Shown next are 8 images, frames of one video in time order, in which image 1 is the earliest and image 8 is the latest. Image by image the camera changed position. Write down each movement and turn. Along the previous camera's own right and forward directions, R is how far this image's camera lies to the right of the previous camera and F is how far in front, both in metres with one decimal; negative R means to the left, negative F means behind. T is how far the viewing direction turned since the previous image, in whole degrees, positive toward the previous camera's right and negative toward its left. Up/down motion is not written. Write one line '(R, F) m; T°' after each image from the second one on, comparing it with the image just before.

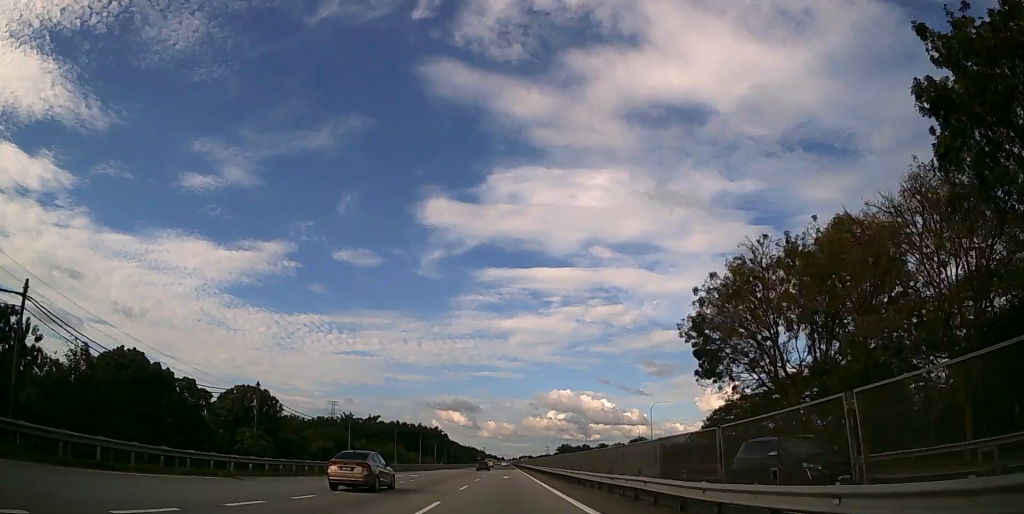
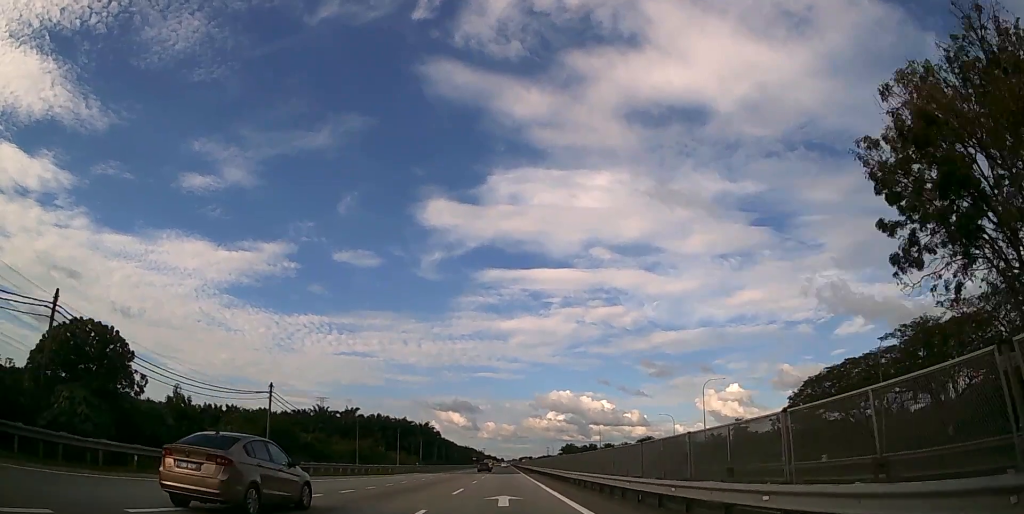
(0.0, +26.9) m; 0°
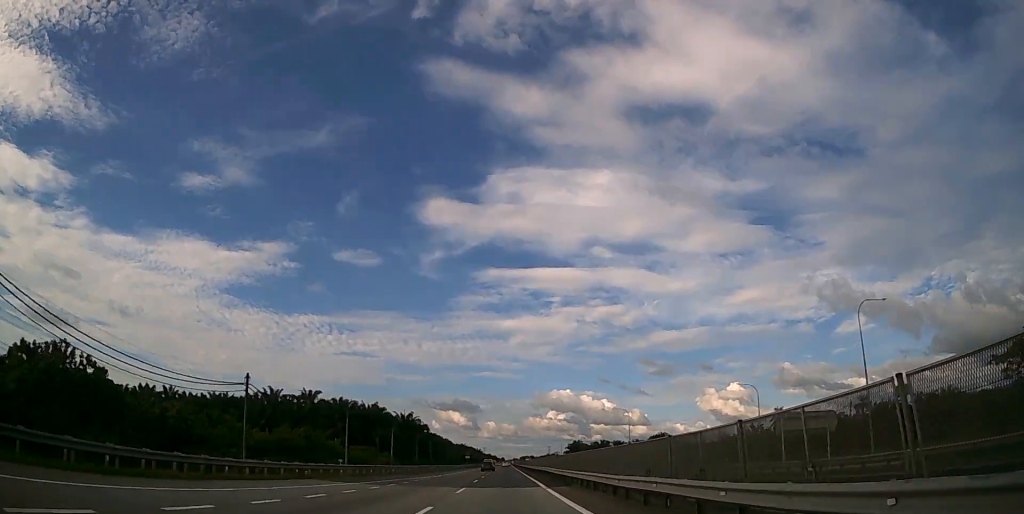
(0.0, +35.2) m; 0°
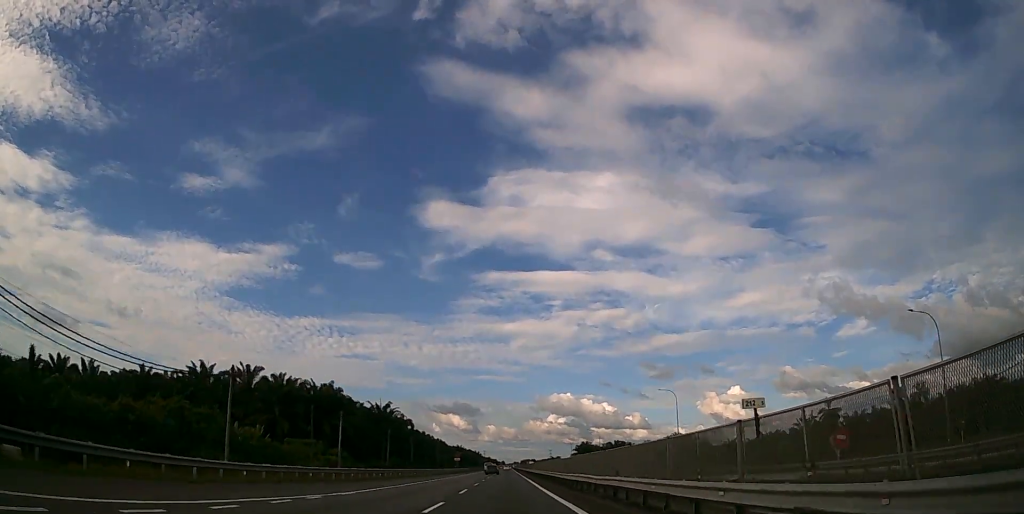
(0.0, +32.3) m; 0°
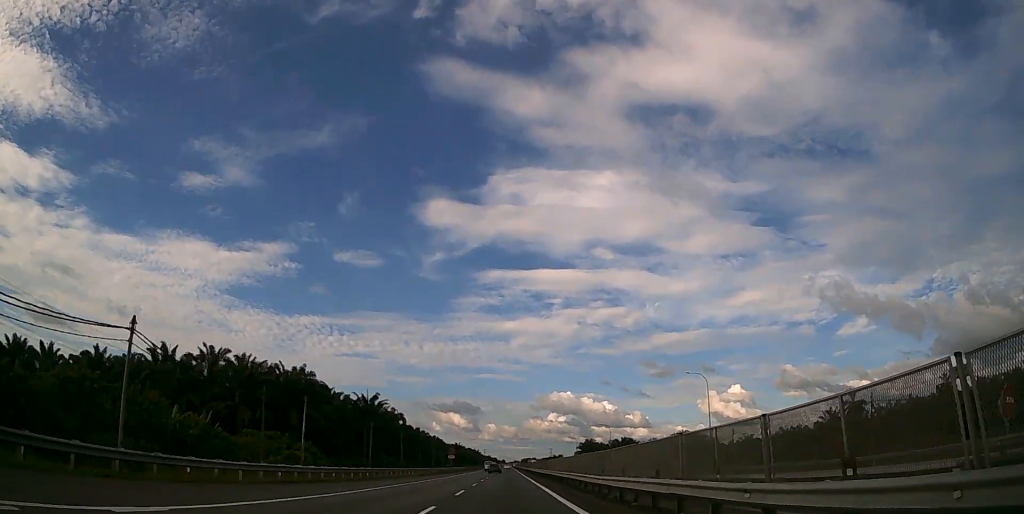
(0.0, +13.1) m; 0°
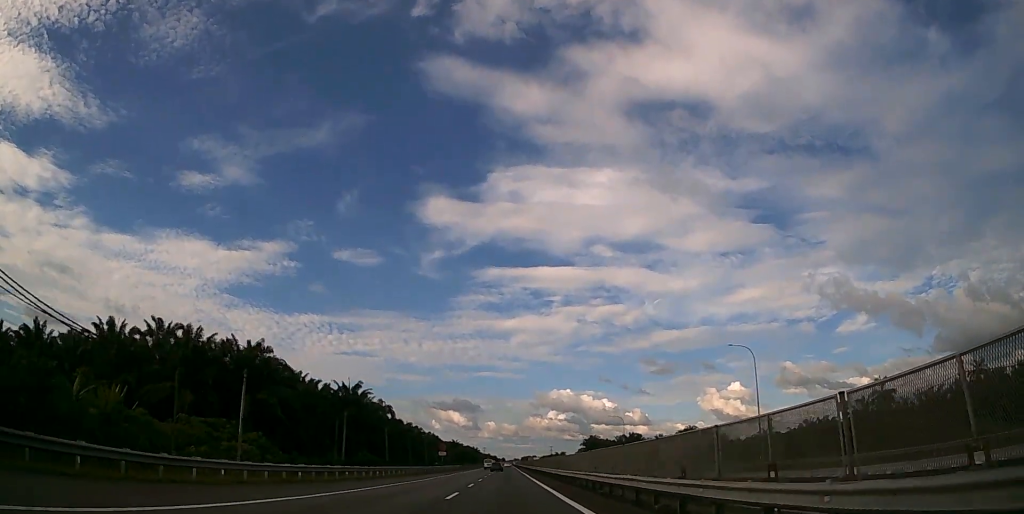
(0.0, +14.2) m; 0°
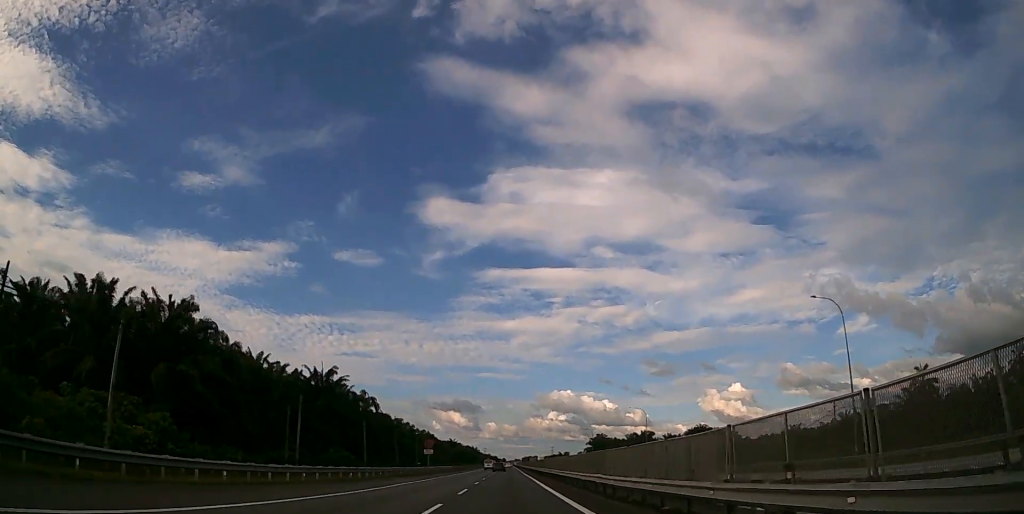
(0.0, +16.5) m; 0°
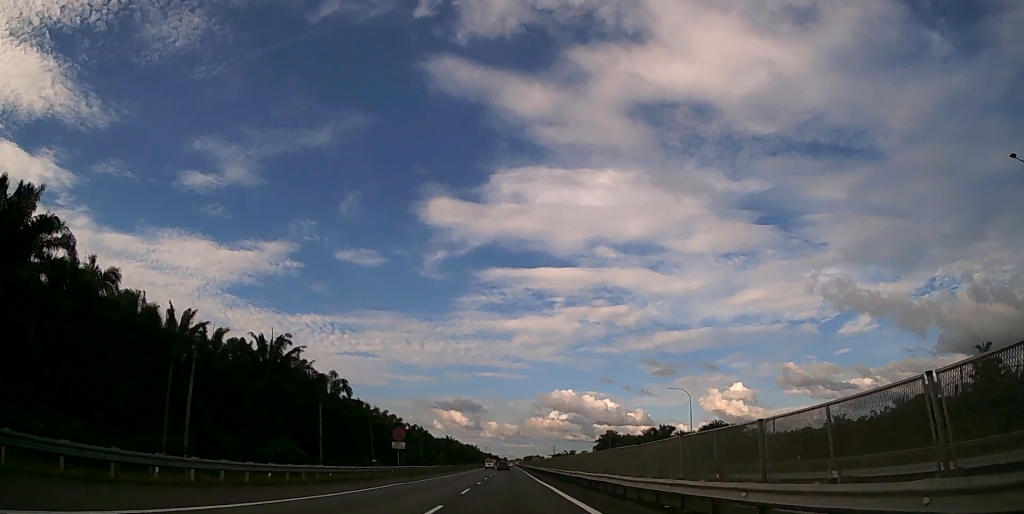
(0.0, +21.1) m; 0°
